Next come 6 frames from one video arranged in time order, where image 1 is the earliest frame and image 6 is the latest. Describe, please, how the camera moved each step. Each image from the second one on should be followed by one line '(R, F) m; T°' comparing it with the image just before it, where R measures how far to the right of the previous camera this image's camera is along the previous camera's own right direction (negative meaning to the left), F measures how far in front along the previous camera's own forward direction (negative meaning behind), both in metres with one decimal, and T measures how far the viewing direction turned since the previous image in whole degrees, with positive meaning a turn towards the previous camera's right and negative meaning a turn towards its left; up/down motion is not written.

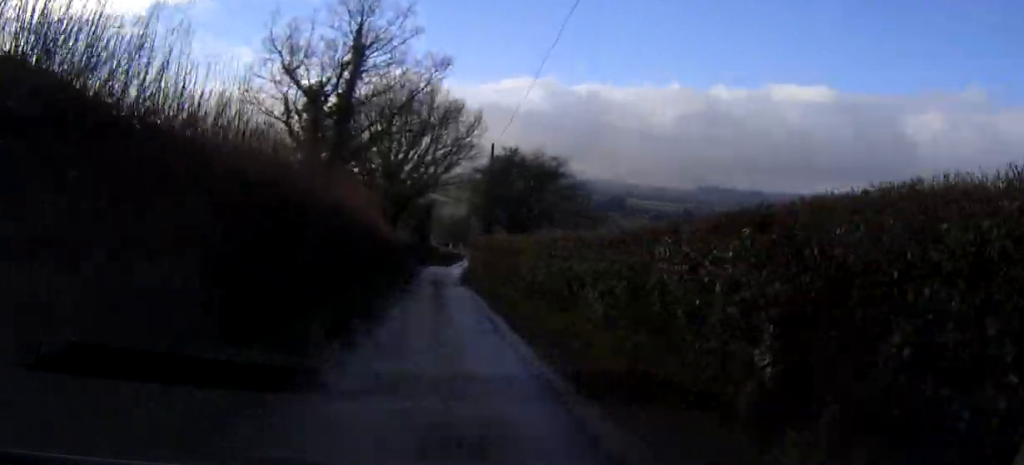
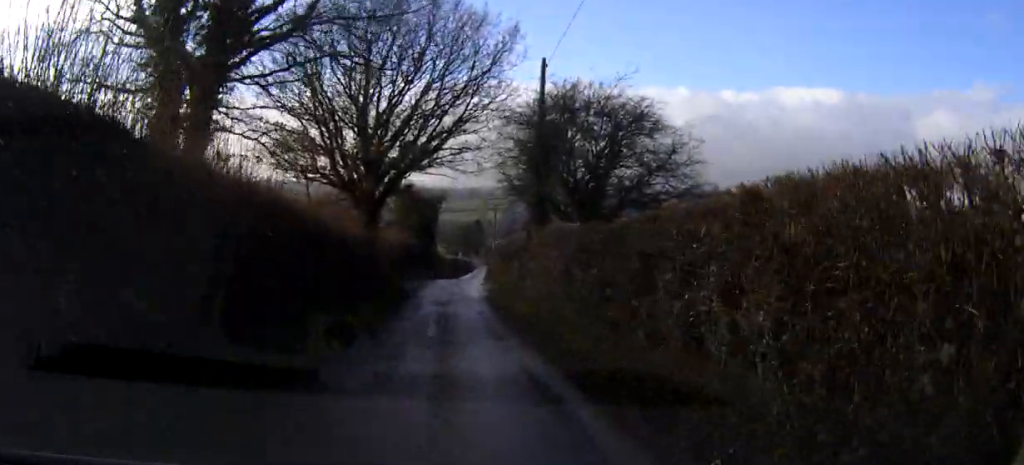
(0.0, +19.4) m; 0°
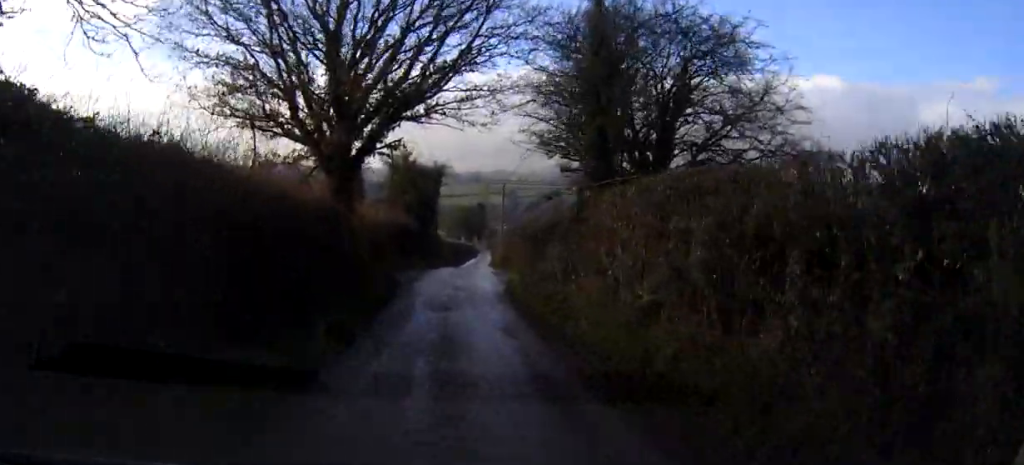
(0.0, +8.6) m; 0°
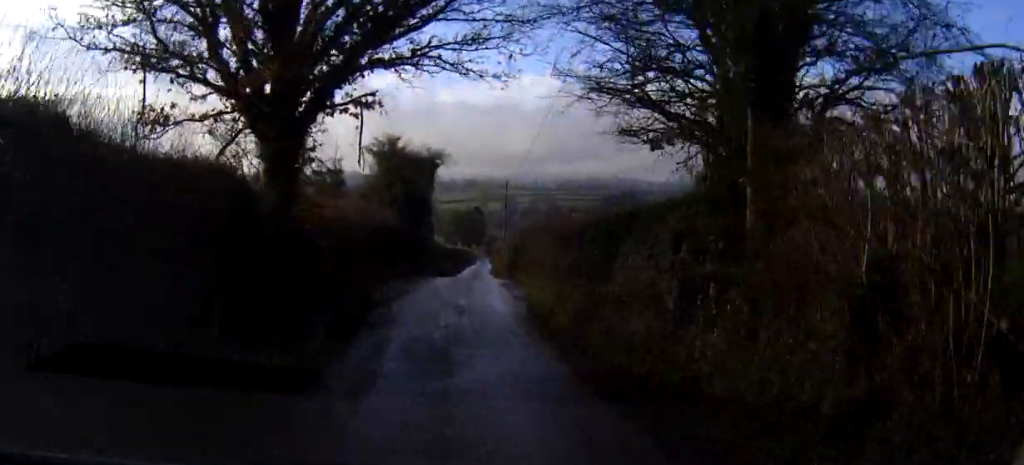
(0.0, +7.8) m; 0°
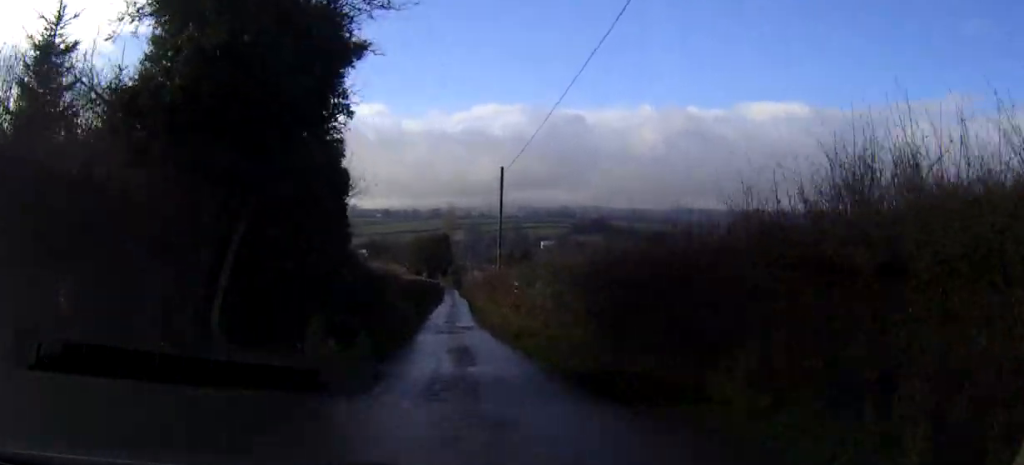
(0.0, +25.9) m; 0°
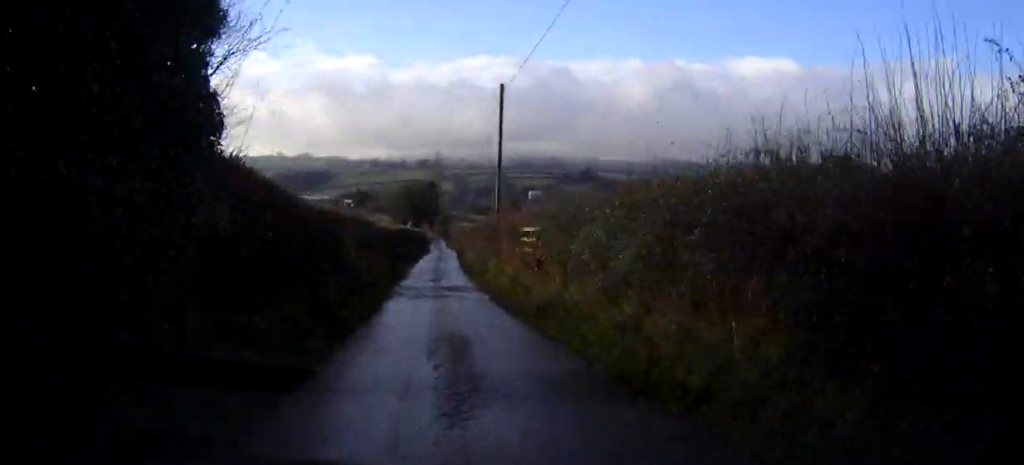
(0.0, +8.4) m; +1°
